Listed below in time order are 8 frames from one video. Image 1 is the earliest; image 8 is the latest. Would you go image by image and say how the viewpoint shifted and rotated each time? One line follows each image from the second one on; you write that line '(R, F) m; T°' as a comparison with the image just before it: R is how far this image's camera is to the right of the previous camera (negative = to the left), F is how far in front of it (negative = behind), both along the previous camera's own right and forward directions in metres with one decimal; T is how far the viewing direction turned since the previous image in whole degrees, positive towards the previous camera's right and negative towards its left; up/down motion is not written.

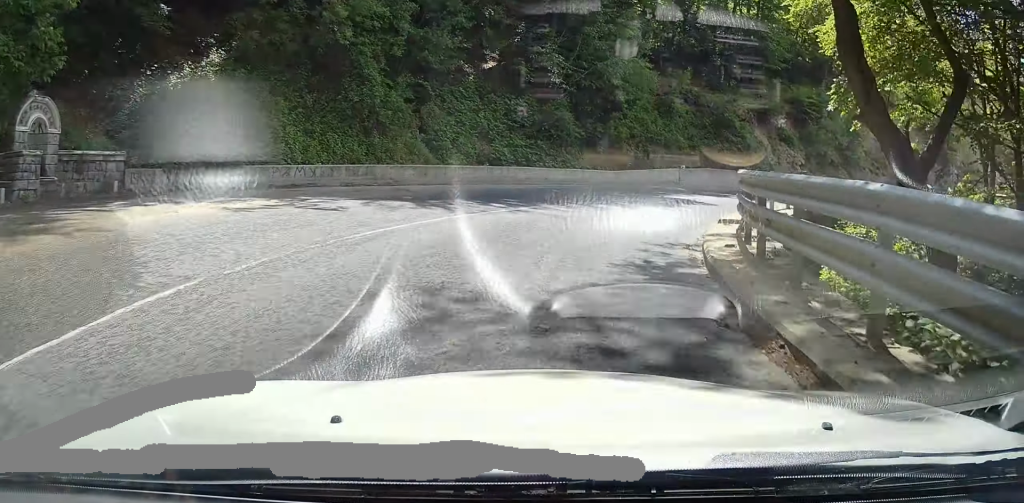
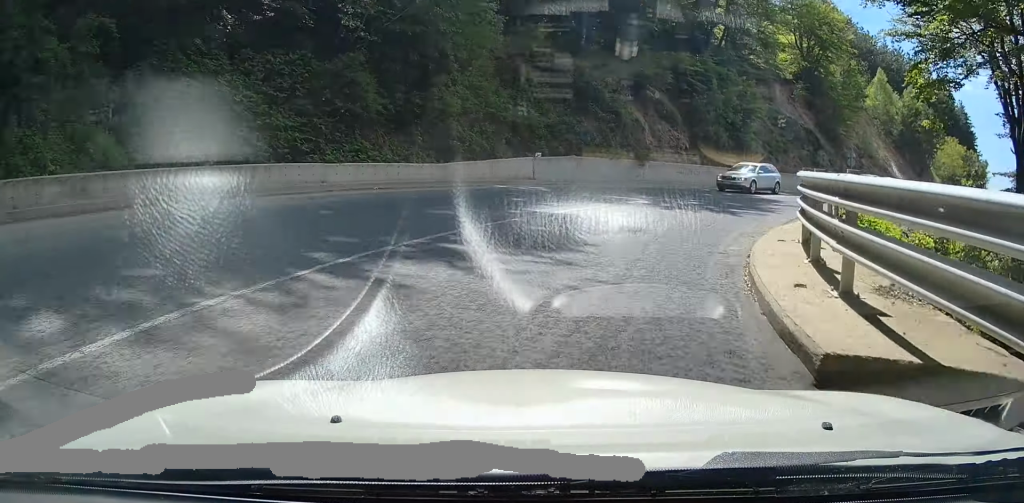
(+0.9, +9.2) m; +15°
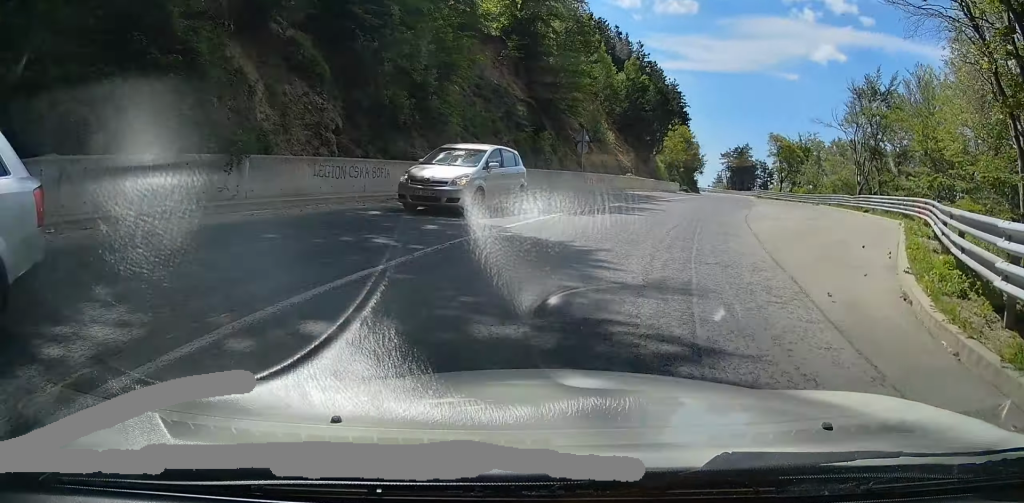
(+3.0, +13.1) m; +20°
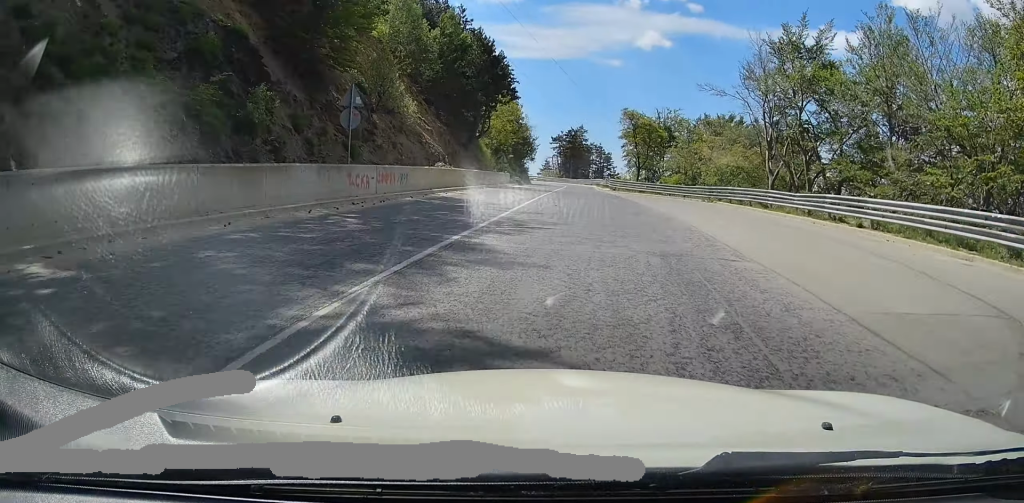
(+2.1, +14.9) m; +19°
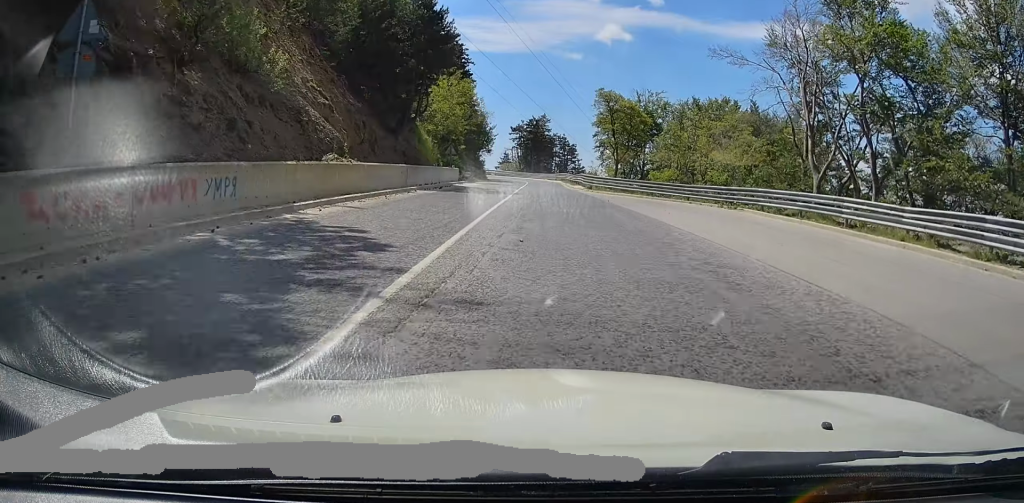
(+1.6, +11.2) m; +12°
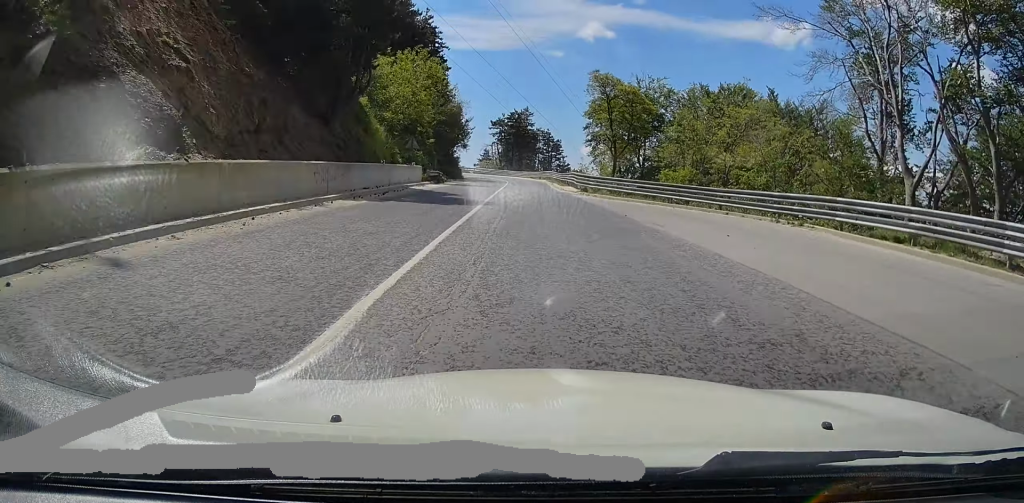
(+1.0, +9.7) m; +5°
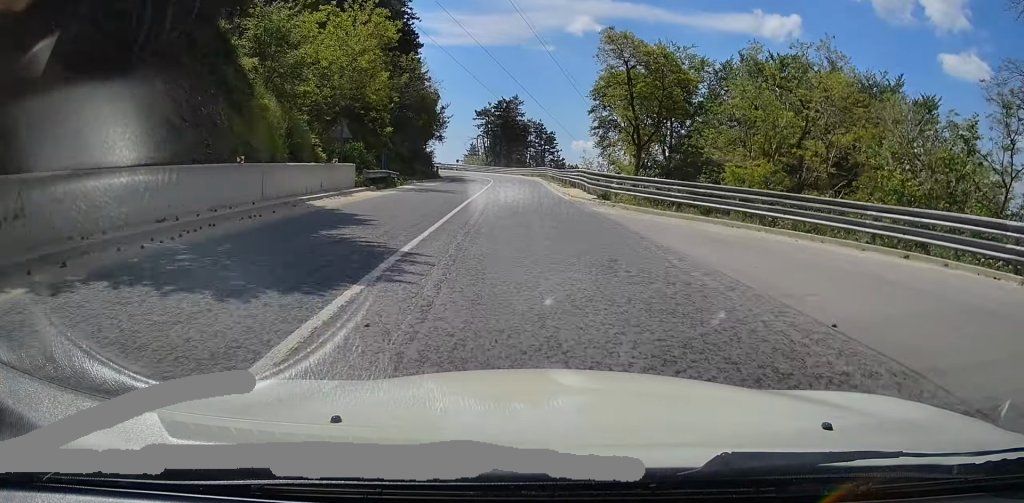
(-0.2, +15.5) m; -2°
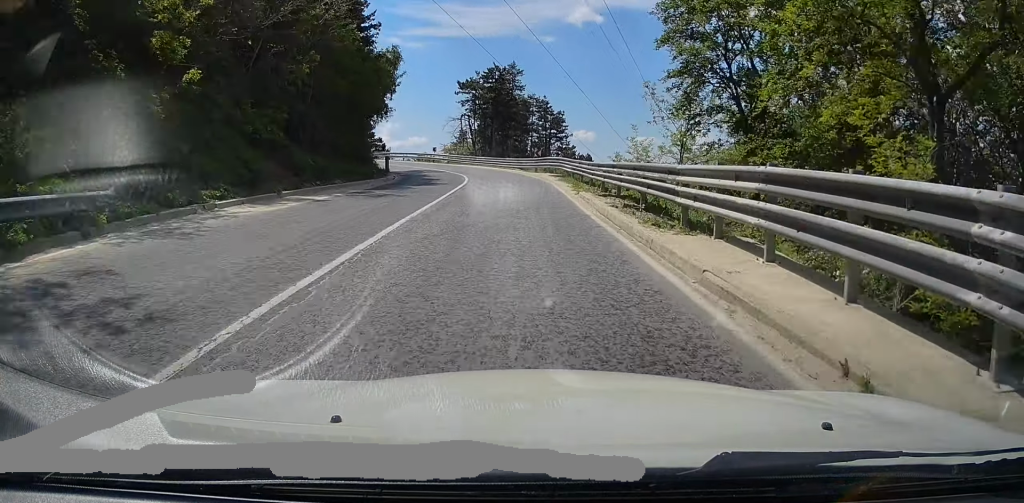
(-0.1, +28.6) m; 0°
